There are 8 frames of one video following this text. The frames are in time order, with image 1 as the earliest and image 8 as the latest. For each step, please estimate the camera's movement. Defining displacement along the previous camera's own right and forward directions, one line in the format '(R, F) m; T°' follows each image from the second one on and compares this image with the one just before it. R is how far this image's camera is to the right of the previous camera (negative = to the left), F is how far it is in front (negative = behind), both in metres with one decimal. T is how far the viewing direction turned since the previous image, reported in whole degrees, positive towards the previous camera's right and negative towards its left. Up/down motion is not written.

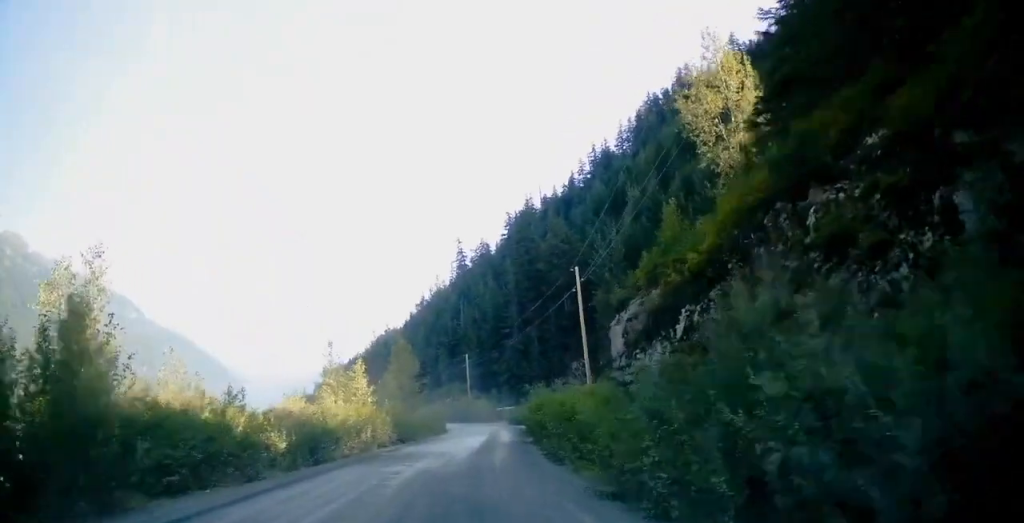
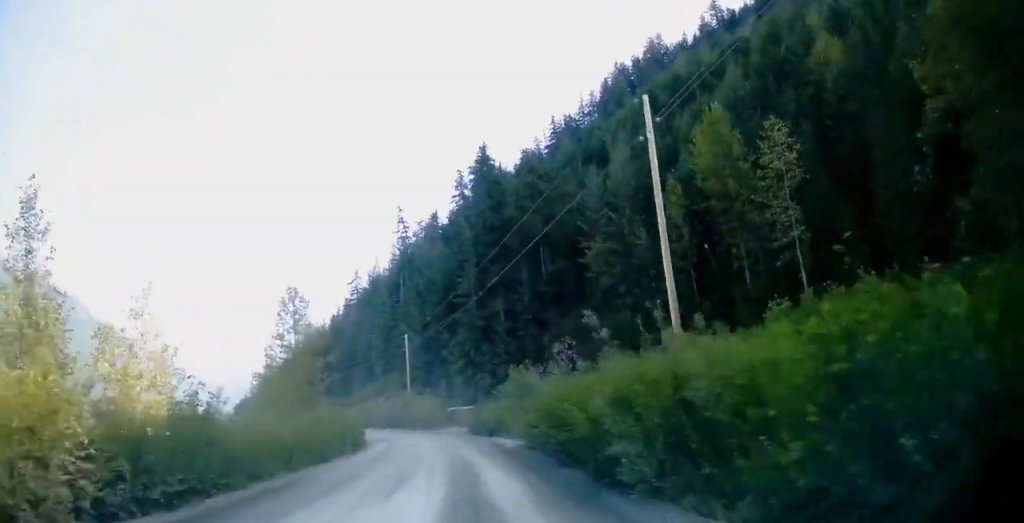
(+1.9, +32.6) m; +6°
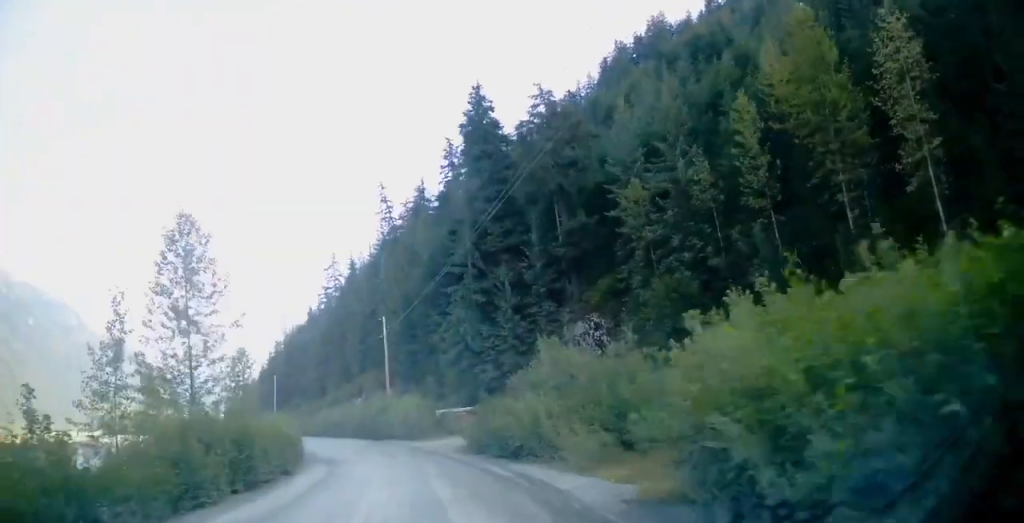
(+0.6, +19.4) m; 0°
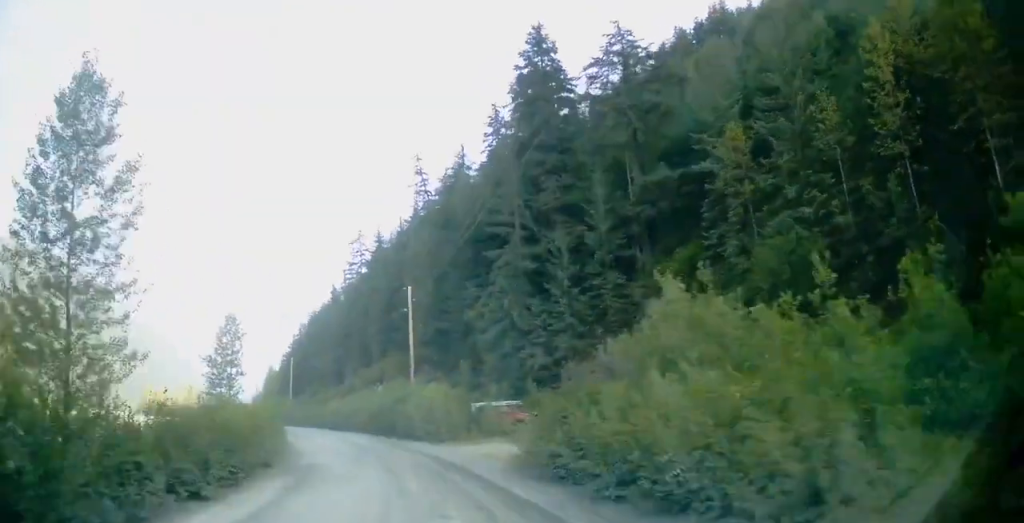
(-0.6, +12.6) m; -4°
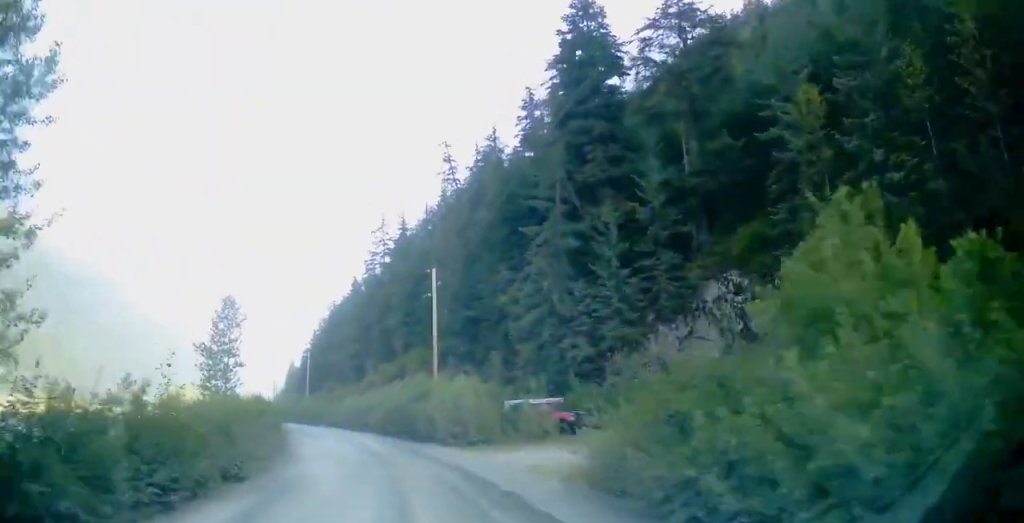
(-0.1, +6.3) m; -3°
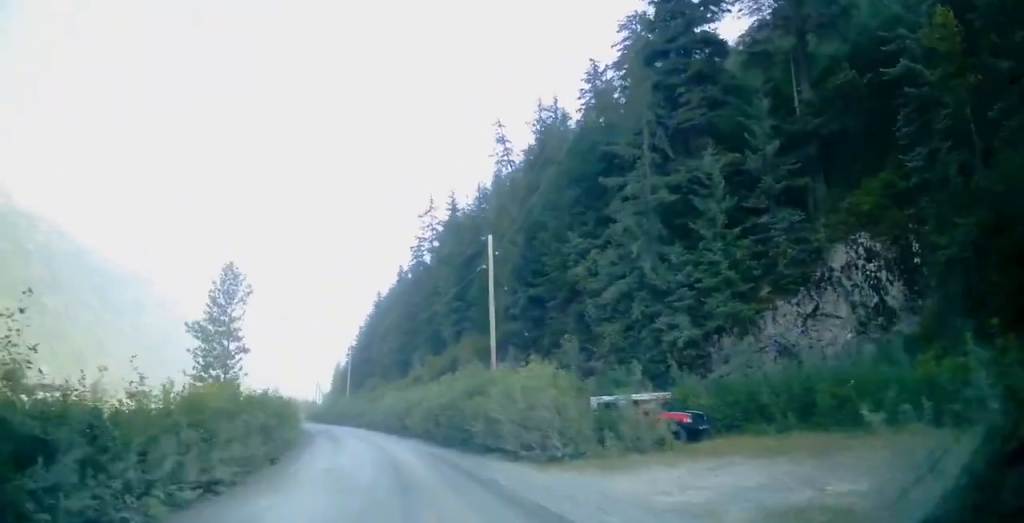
(+0.1, +9.5) m; -7°
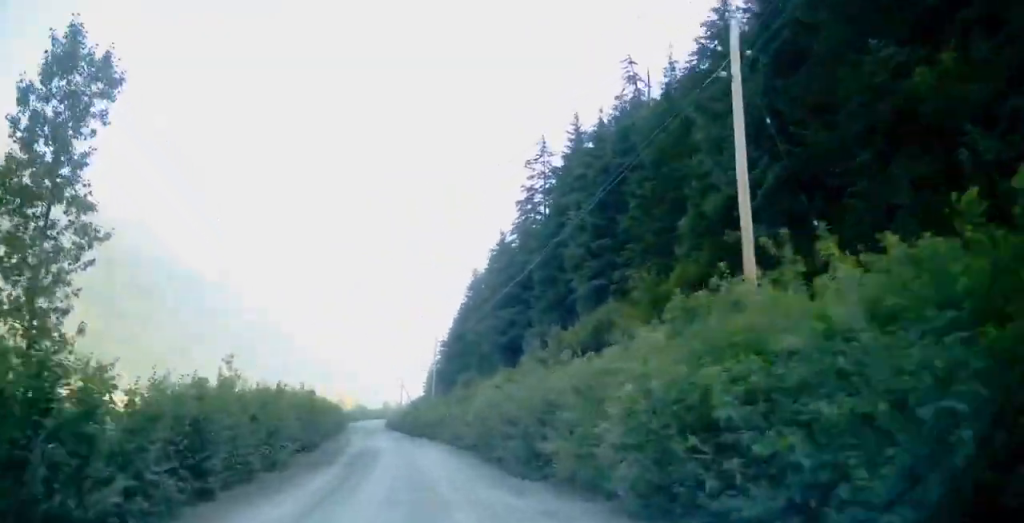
(-3.6, +22.9) m; -10°
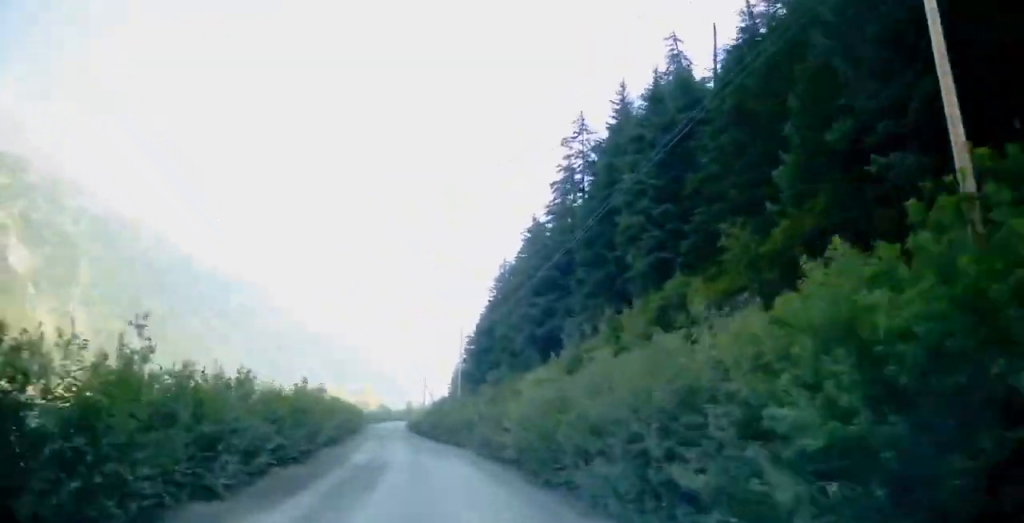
(-0.1, +6.9) m; +1°
